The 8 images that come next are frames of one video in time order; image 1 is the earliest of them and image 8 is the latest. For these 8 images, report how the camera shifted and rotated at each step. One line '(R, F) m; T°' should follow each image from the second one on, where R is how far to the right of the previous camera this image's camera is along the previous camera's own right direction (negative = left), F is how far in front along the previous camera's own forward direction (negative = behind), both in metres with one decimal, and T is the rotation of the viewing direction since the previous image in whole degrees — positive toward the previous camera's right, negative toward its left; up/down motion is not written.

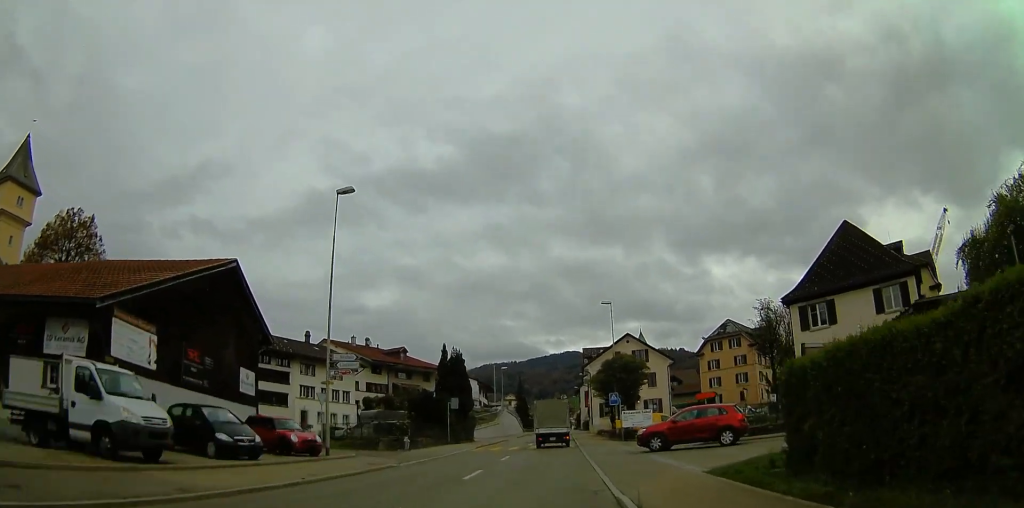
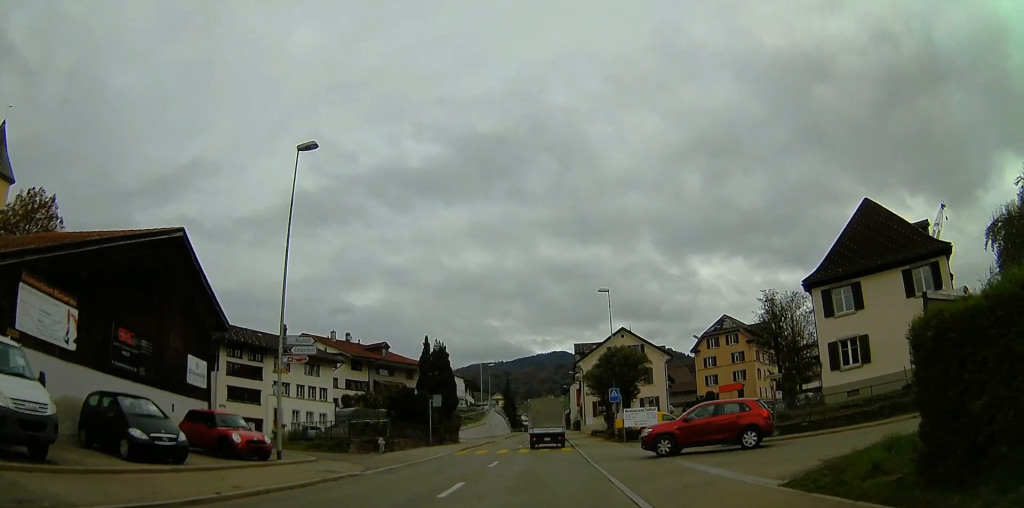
(0.0, +4.2) m; 0°
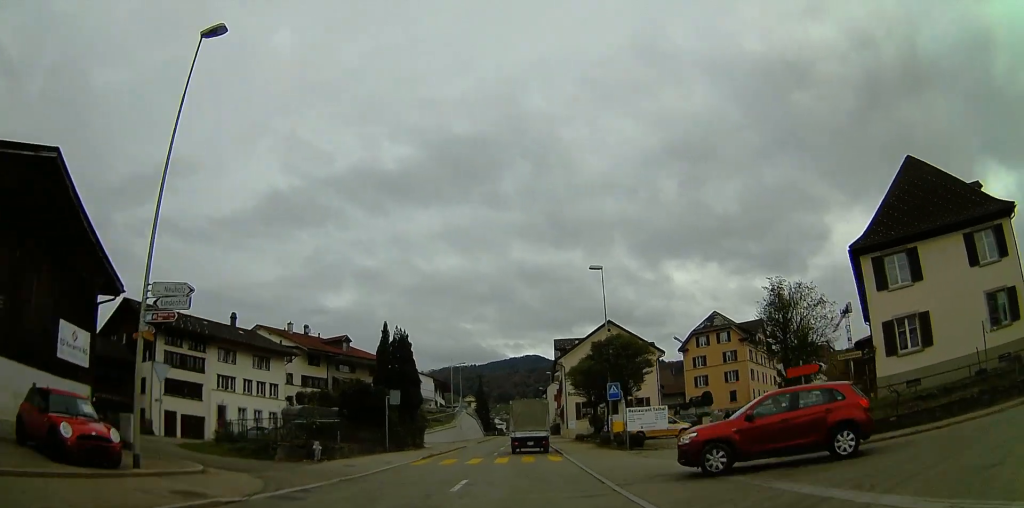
(0.0, +7.2) m; 0°
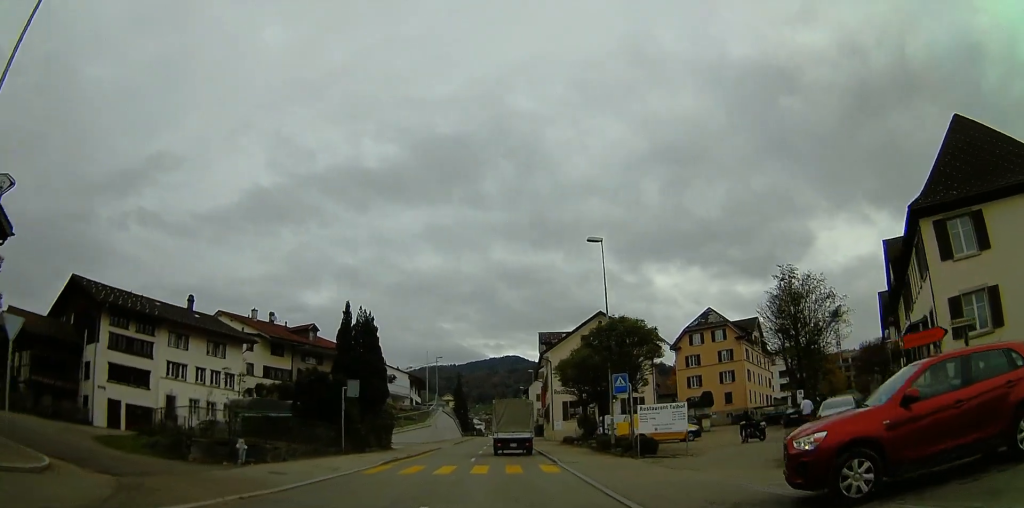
(0.0, +5.9) m; -1°
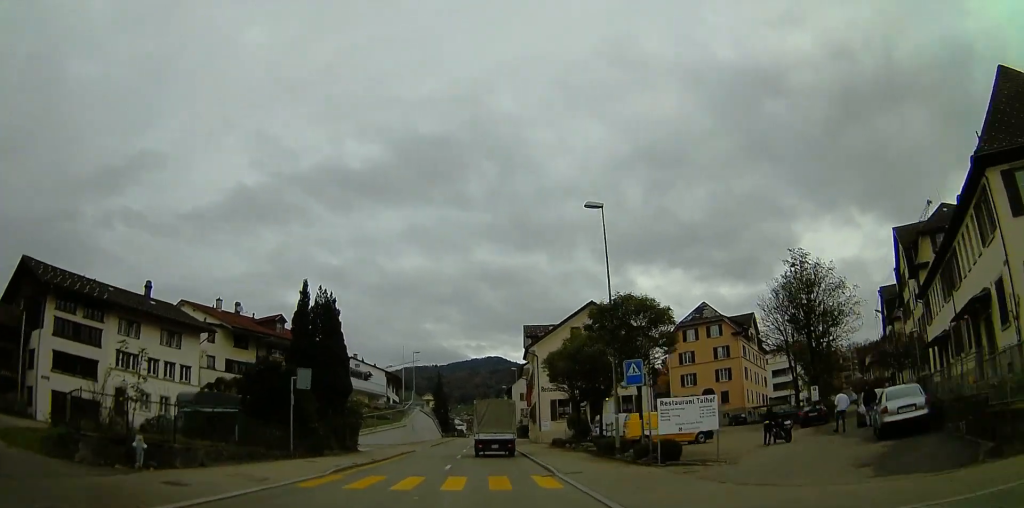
(-0.1, +5.1) m; -1°
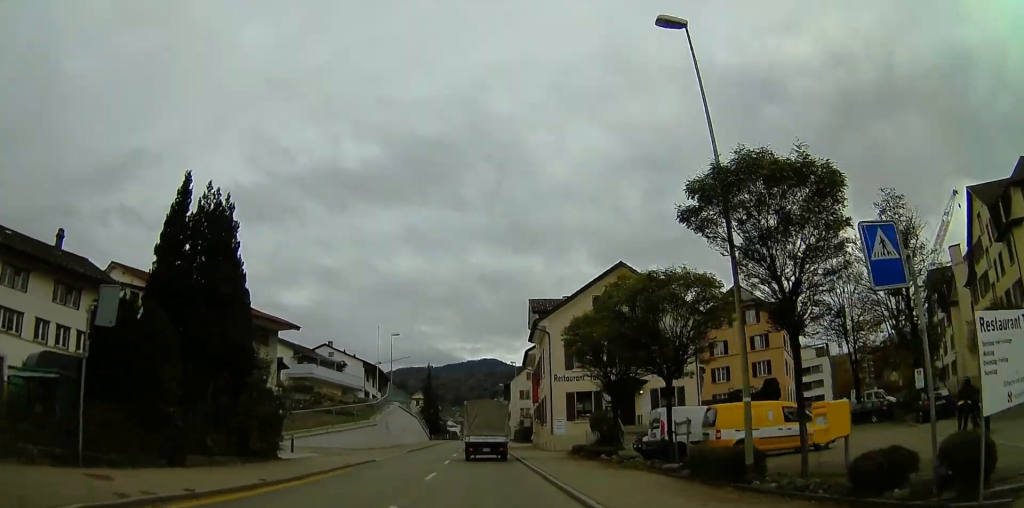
(0.0, +12.7) m; 0°
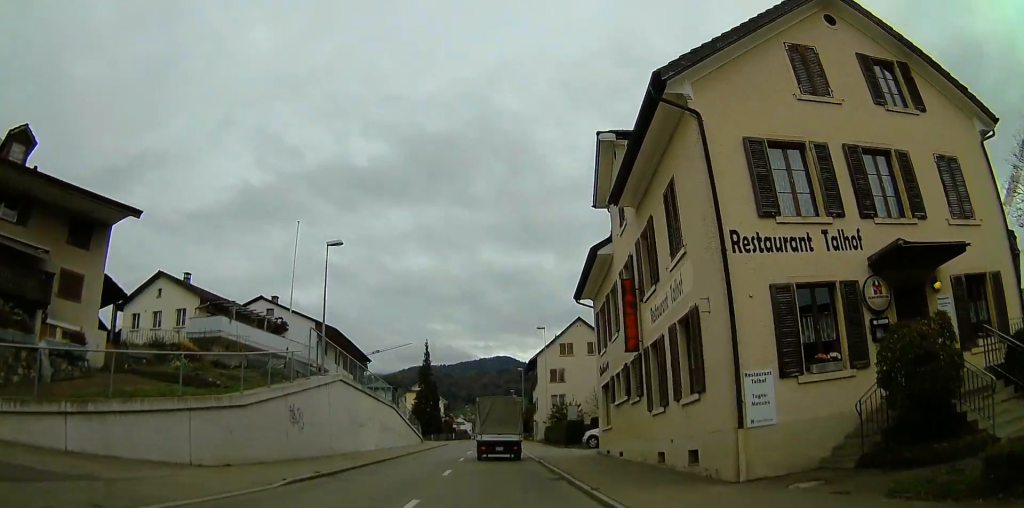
(+0.3, +25.3) m; +1°
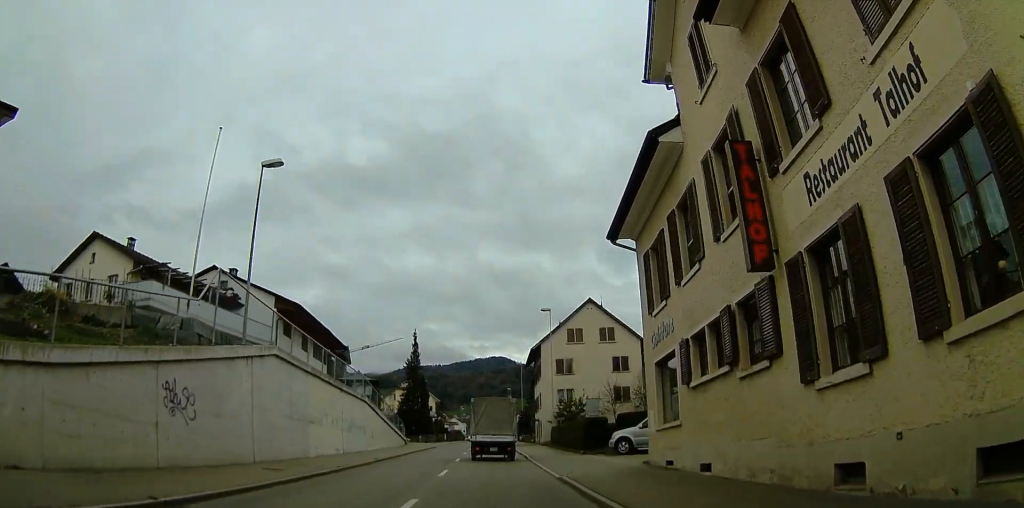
(0.0, +8.8) m; 0°
